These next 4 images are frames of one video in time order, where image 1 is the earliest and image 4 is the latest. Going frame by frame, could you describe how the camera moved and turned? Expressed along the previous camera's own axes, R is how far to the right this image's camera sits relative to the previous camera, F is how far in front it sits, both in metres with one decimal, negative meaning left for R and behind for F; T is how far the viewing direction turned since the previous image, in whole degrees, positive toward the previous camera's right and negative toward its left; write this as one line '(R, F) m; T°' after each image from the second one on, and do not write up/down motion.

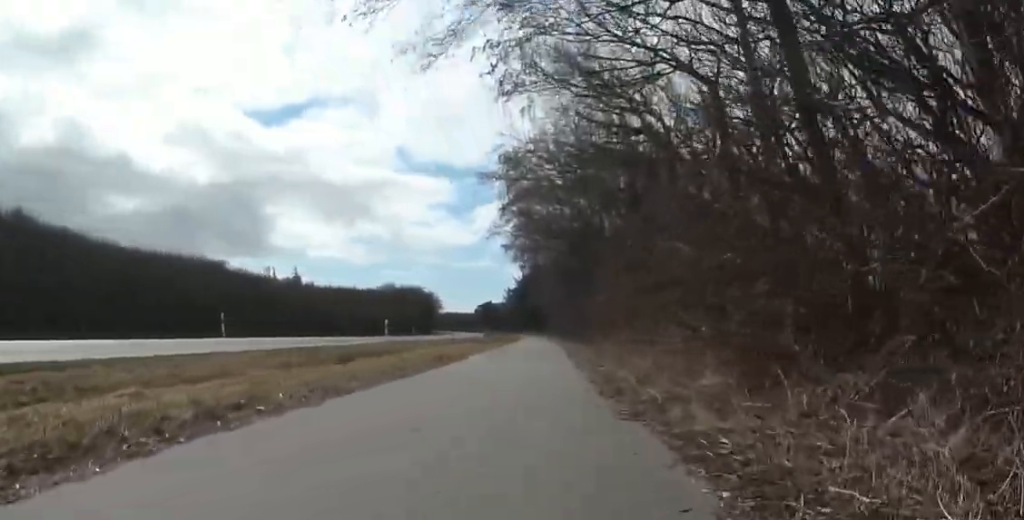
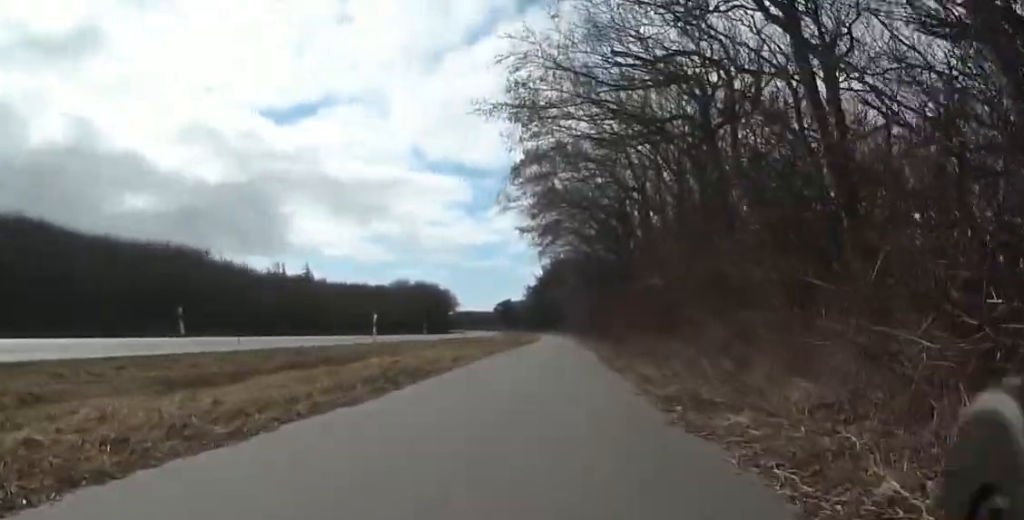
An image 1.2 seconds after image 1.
(+0.1, +6.6) m; +5°
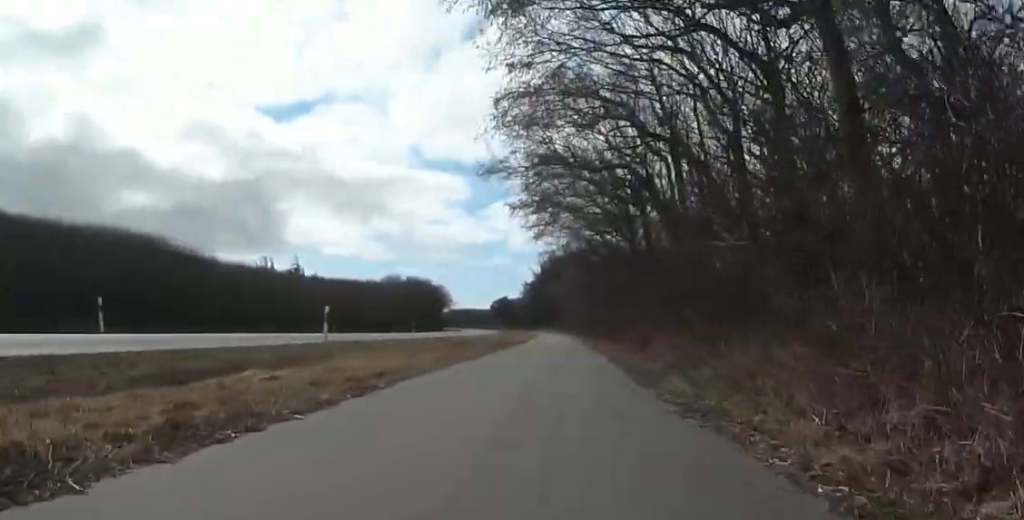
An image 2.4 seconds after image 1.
(+0.5, +5.8) m; -1°
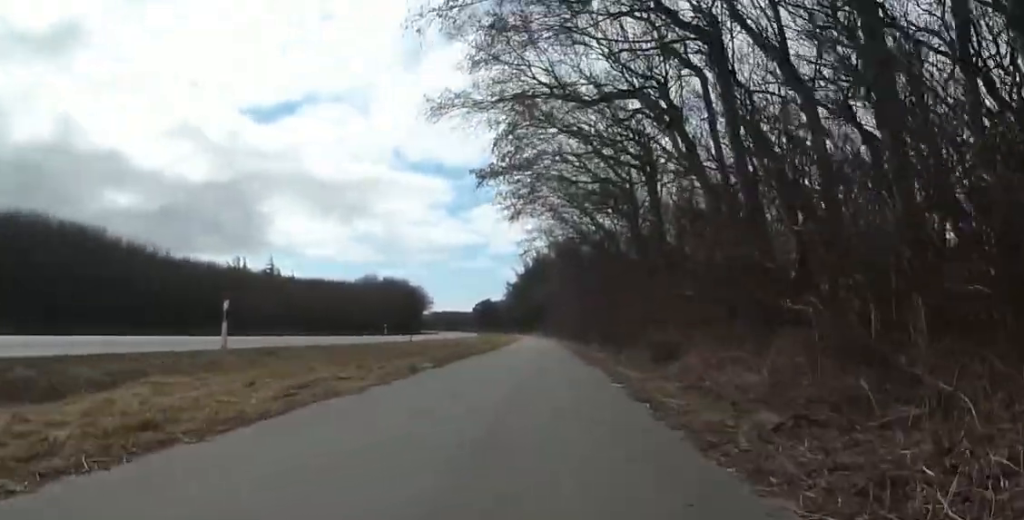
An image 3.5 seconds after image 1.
(-0.7, +6.2) m; -6°
